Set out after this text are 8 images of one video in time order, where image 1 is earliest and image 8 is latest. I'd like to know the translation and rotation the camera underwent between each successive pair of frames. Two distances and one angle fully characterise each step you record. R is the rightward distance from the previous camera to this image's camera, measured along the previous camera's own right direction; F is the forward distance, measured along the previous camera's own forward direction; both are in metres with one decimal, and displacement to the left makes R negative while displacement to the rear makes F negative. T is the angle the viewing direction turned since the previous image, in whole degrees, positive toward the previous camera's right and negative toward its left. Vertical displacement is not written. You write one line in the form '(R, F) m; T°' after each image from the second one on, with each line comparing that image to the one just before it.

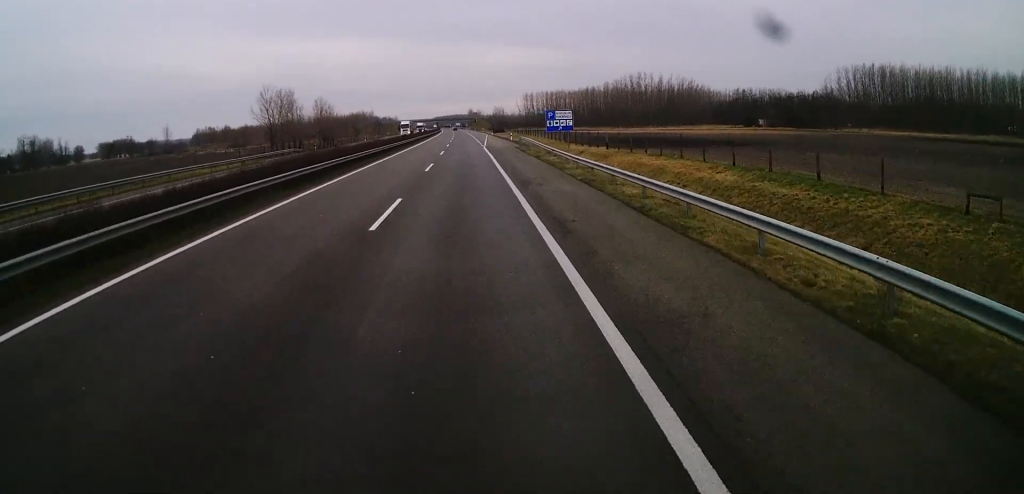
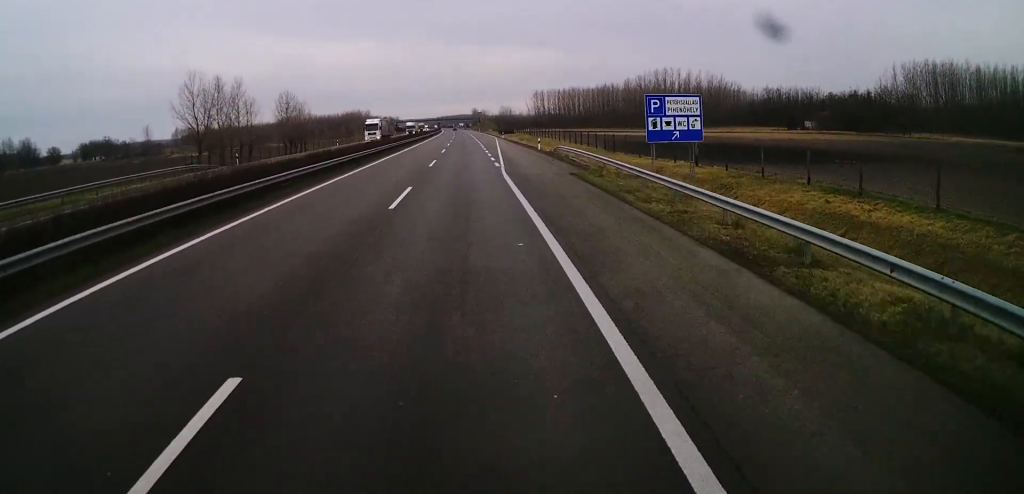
(+0.2, +33.2) m; 0°
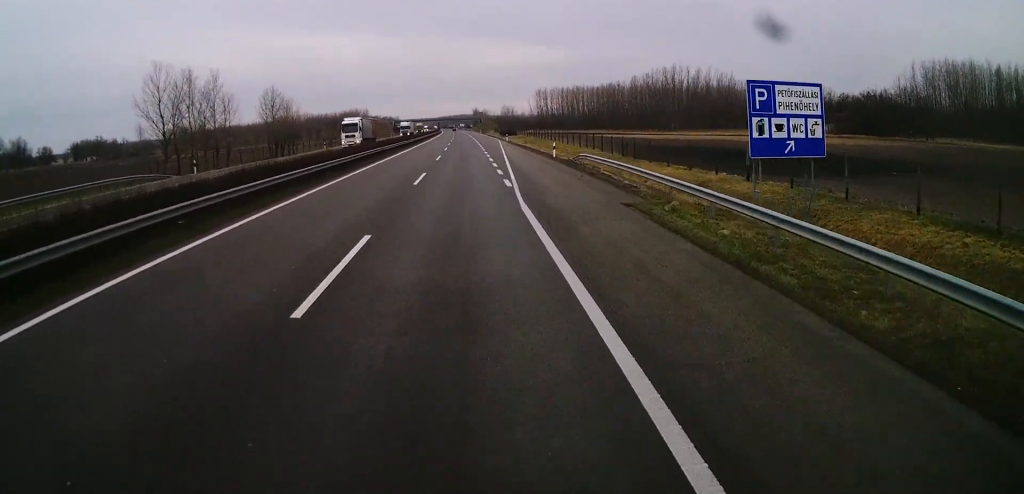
(-0.2, +10.0) m; 0°
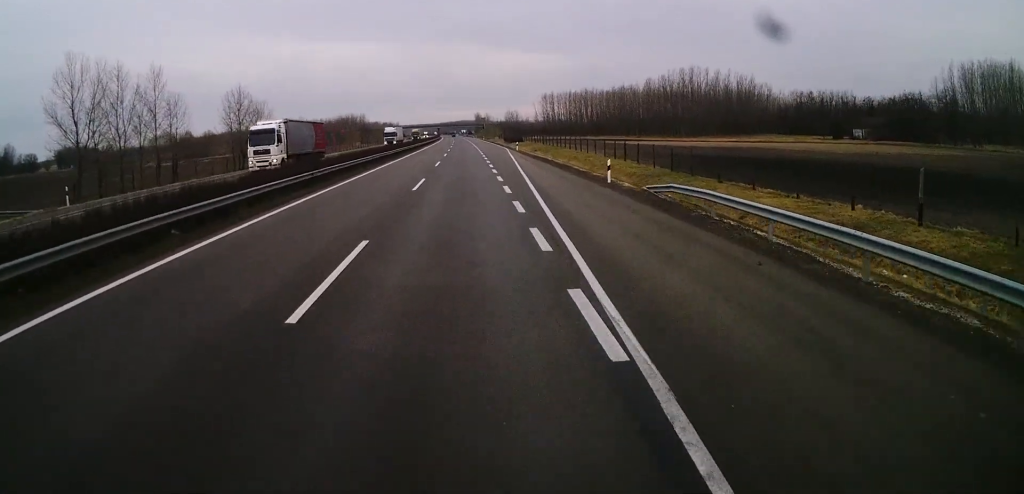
(-0.1, +18.4) m; 0°
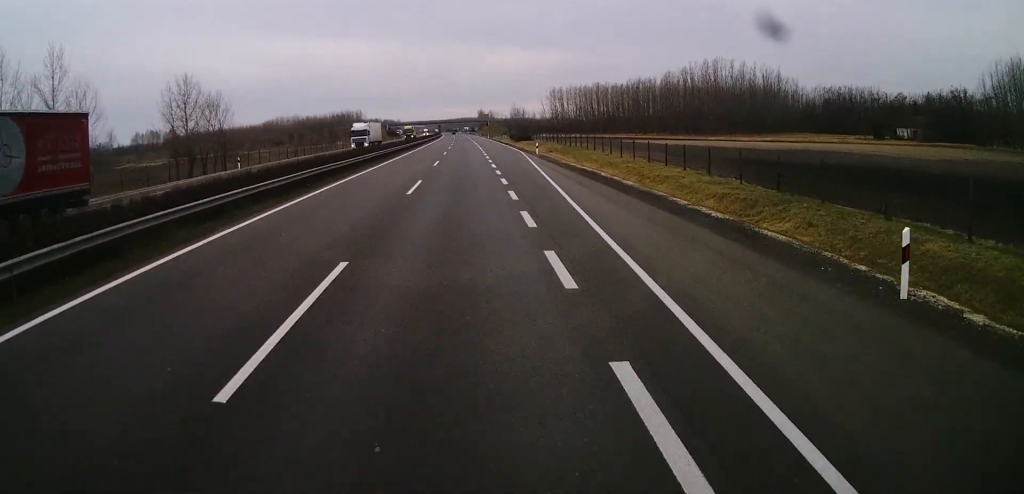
(+0.2, +20.7) m; 0°
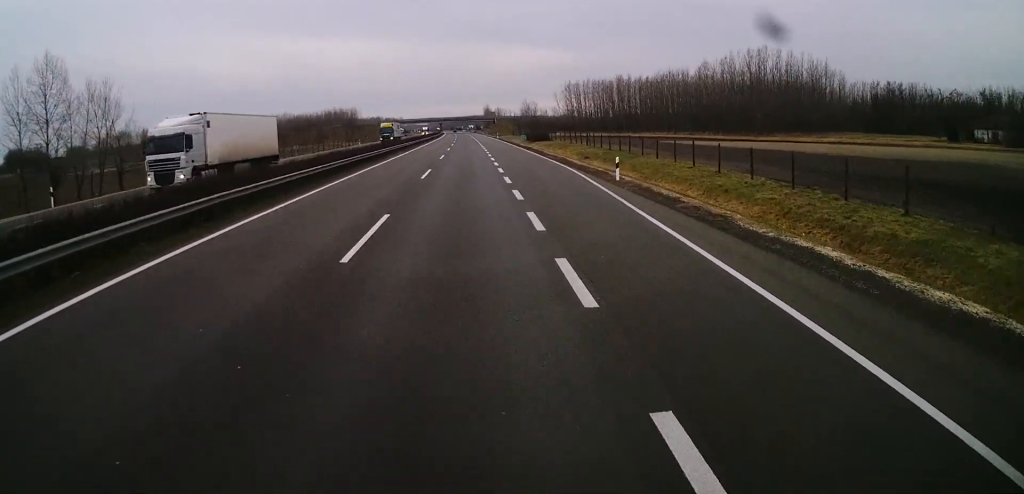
(-0.5, +30.7) m; -1°
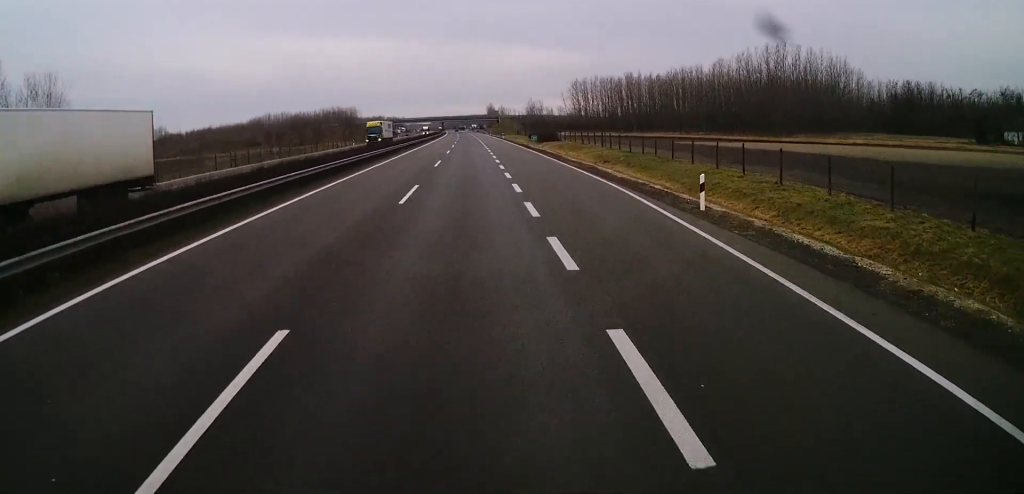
(0.0, +10.0) m; 0°
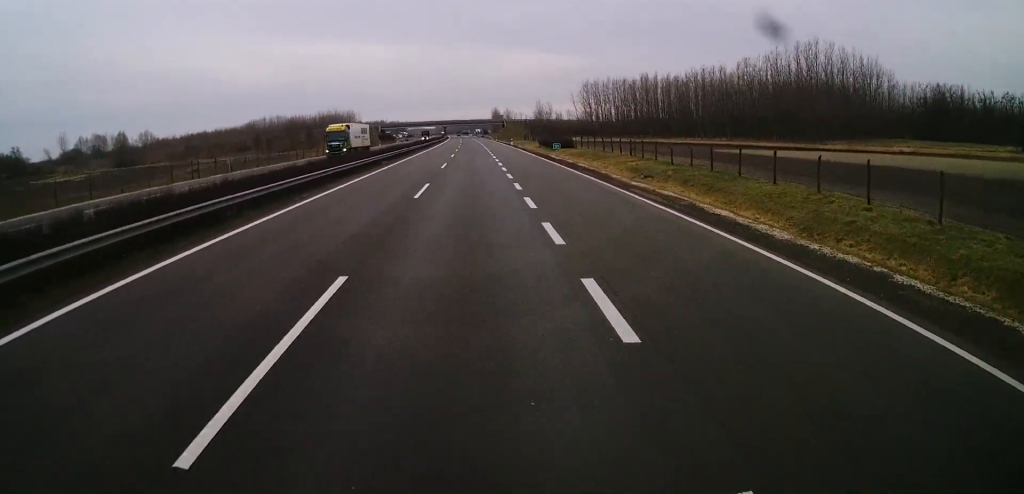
(0.0, +15.4) m; 0°
